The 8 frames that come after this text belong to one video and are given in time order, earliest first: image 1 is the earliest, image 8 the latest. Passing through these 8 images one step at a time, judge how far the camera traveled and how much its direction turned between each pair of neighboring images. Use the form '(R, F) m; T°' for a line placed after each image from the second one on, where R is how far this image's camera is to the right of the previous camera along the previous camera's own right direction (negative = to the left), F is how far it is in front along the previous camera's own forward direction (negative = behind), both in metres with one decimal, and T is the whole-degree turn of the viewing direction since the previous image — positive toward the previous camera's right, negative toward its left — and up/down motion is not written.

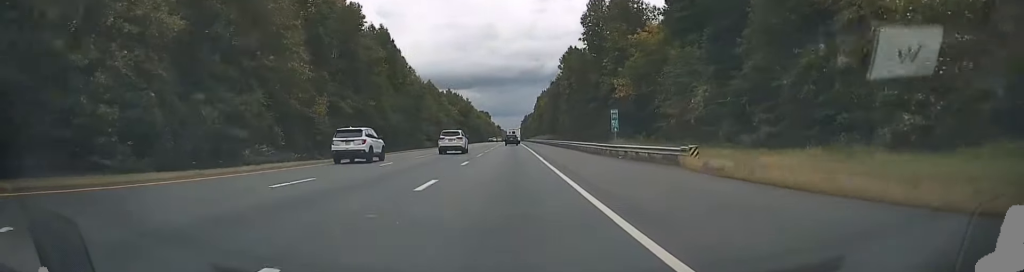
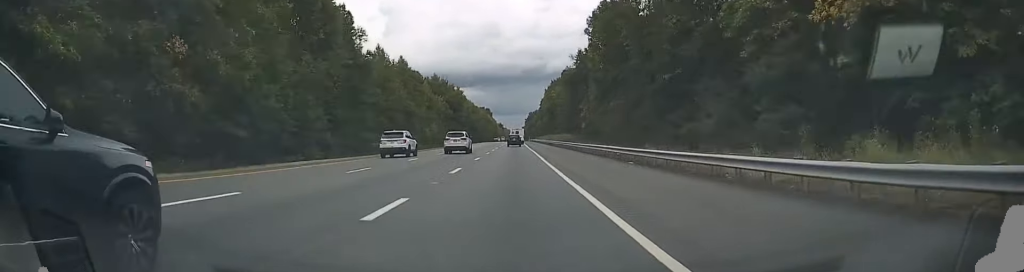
(+0.2, +38.8) m; 0°
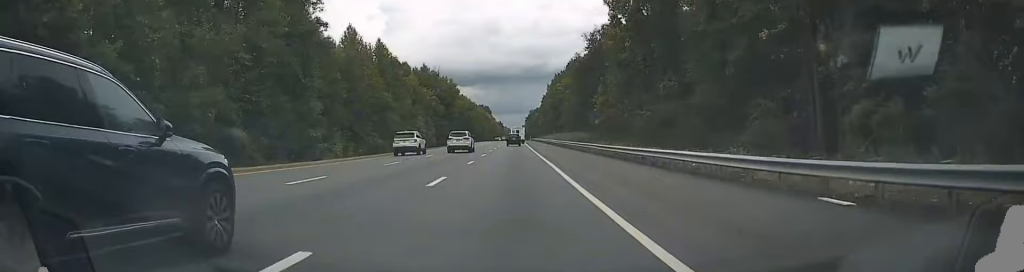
(0.0, +17.6) m; 0°
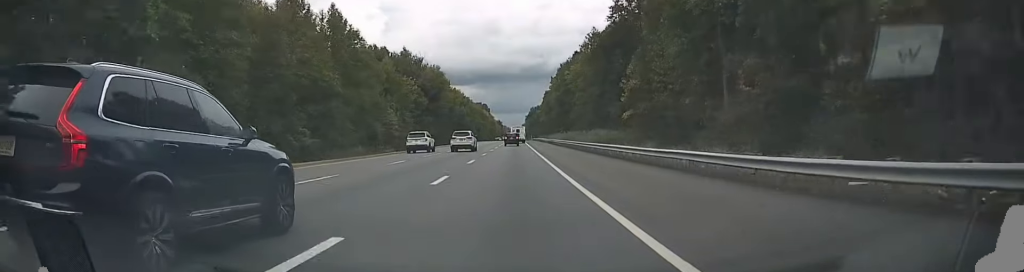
(-0.1, +23.5) m; -1°
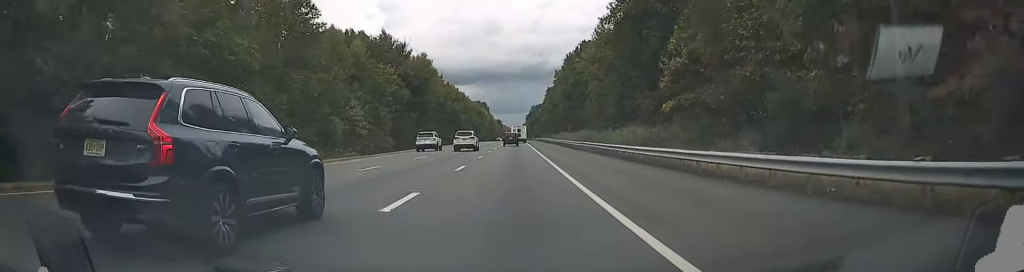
(-0.1, +19.2) m; 0°
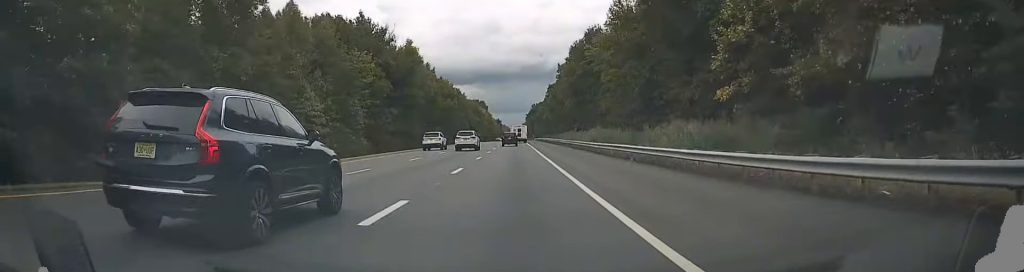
(0.0, +13.9) m; 0°
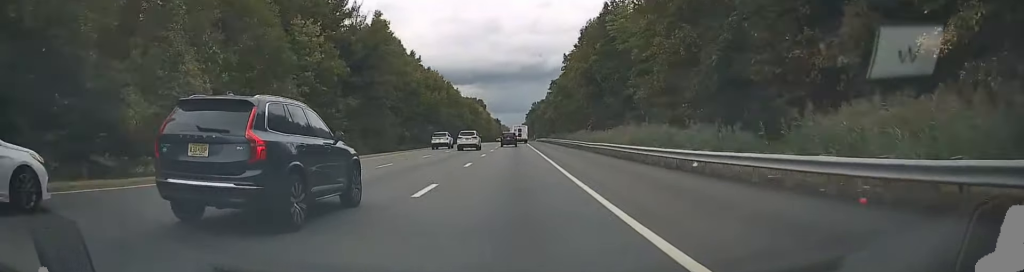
(0.0, +21.5) m; 0°
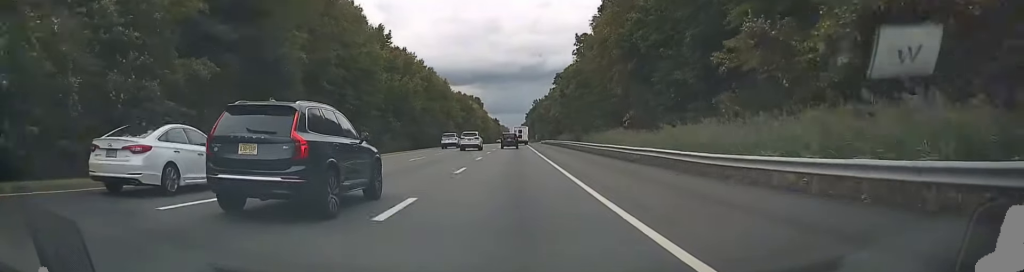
(+0.1, +31.6) m; 0°
